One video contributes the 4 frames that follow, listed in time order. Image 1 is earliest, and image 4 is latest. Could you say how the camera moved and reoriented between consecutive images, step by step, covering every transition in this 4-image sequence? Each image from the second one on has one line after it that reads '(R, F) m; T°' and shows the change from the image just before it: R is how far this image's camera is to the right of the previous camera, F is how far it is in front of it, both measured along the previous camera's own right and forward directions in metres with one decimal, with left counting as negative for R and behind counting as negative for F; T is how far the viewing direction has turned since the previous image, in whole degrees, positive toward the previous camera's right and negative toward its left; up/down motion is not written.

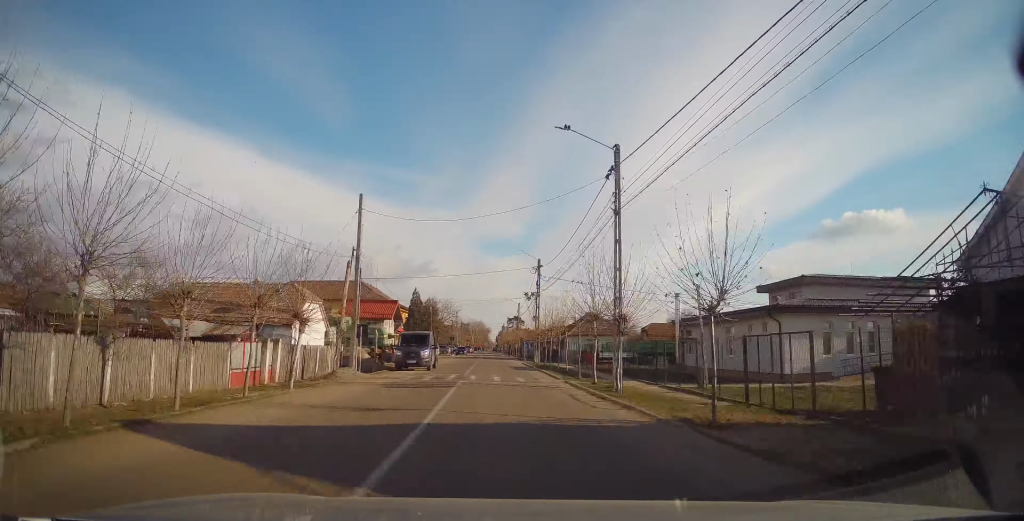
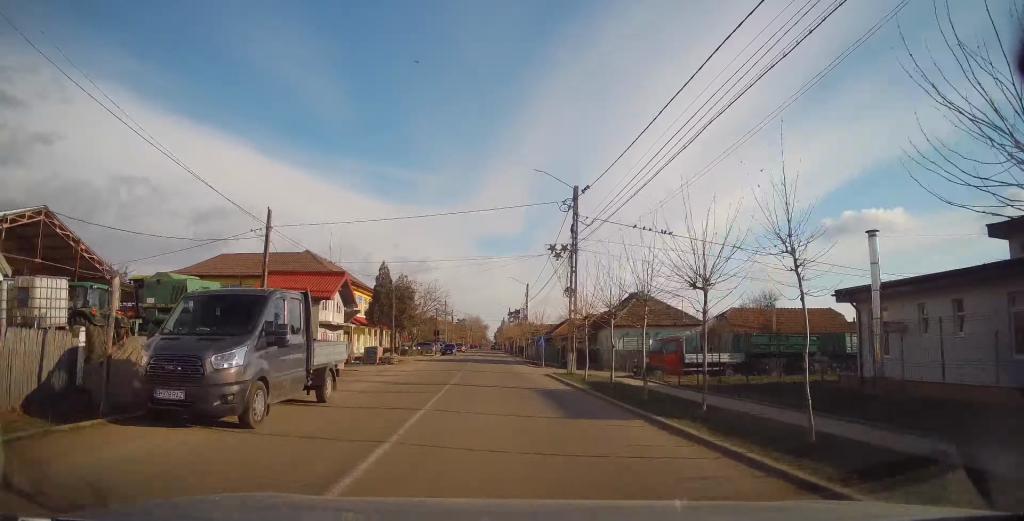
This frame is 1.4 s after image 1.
(0.0, +21.9) m; 0°
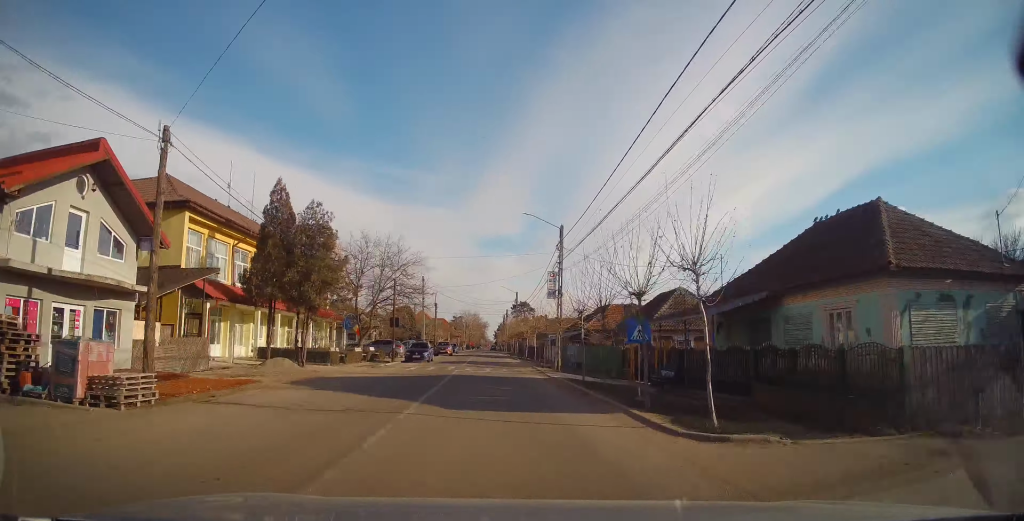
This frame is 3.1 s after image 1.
(+0.1, +27.8) m; 0°
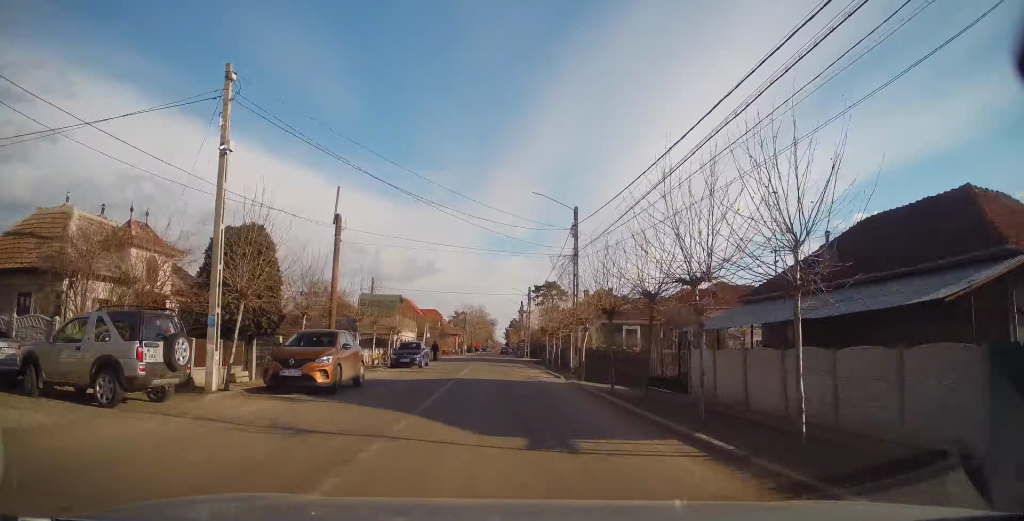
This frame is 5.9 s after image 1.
(0.0, +44.1) m; -1°
